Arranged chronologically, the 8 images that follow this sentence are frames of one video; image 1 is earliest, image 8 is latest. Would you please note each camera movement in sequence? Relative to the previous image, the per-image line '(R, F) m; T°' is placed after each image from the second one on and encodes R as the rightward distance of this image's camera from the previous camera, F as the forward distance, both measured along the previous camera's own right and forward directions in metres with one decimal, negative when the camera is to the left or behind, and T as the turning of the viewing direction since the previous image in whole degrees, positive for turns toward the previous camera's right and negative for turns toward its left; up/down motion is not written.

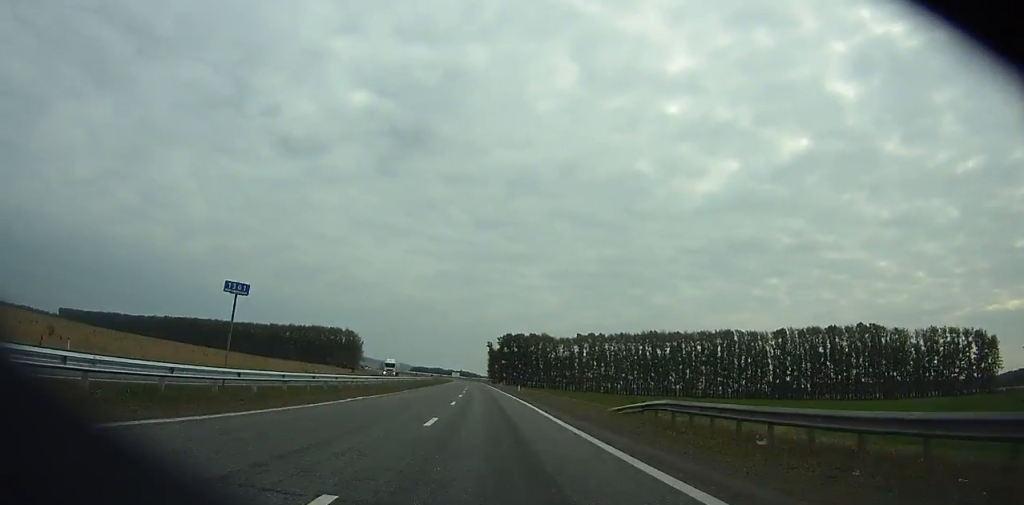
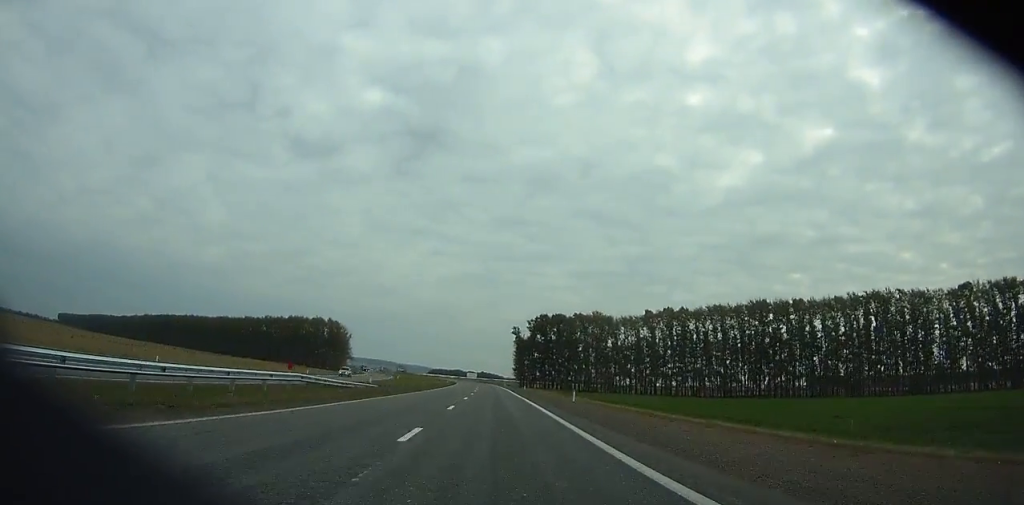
(-0.2, +84.9) m; -2°
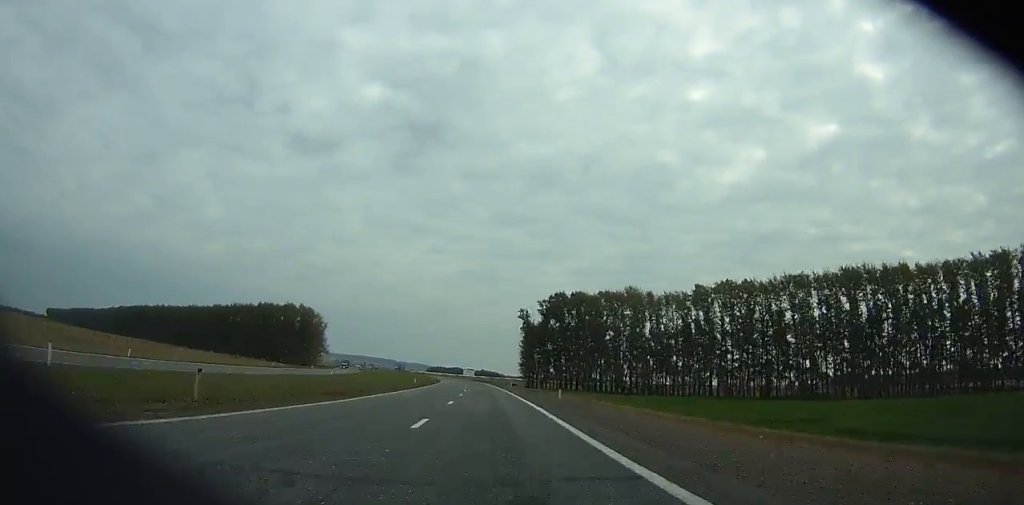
(+2.2, +43.8) m; -3°
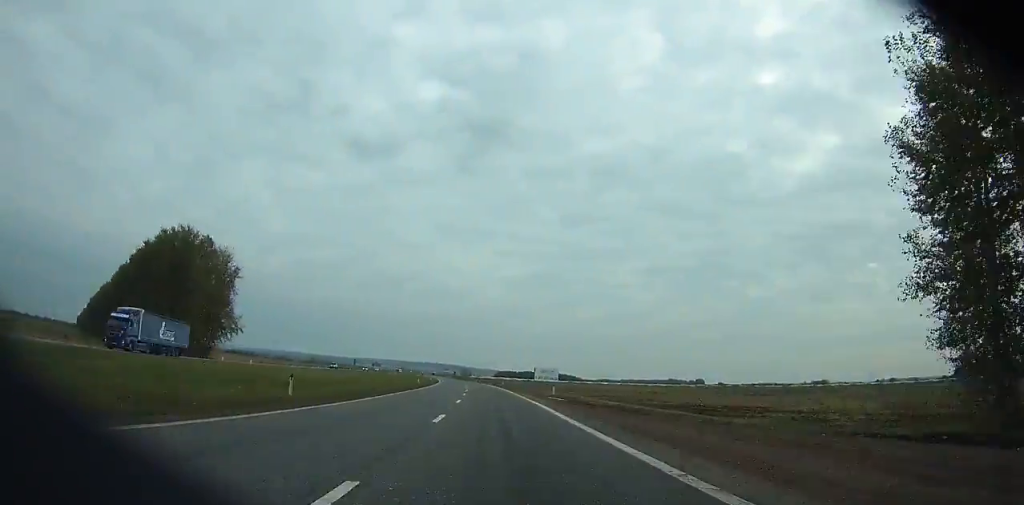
(-12.4, +146.3) m; -6°
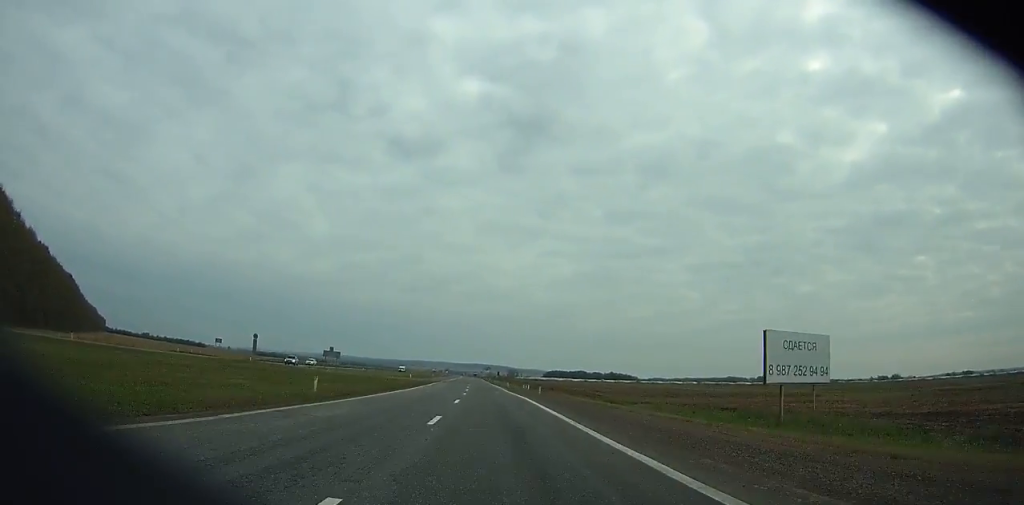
(-2.4, +100.2) m; -4°
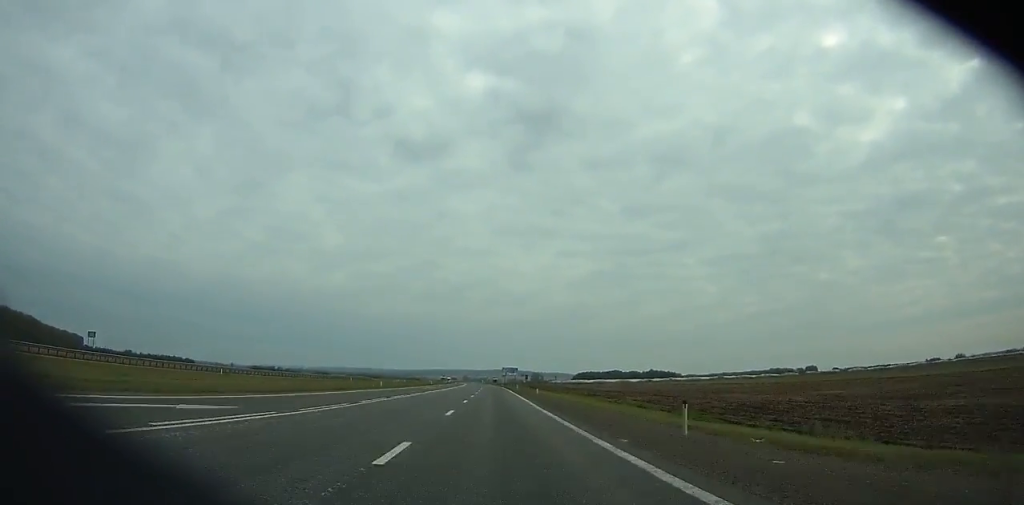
(-6.9, +138.8) m; -4°
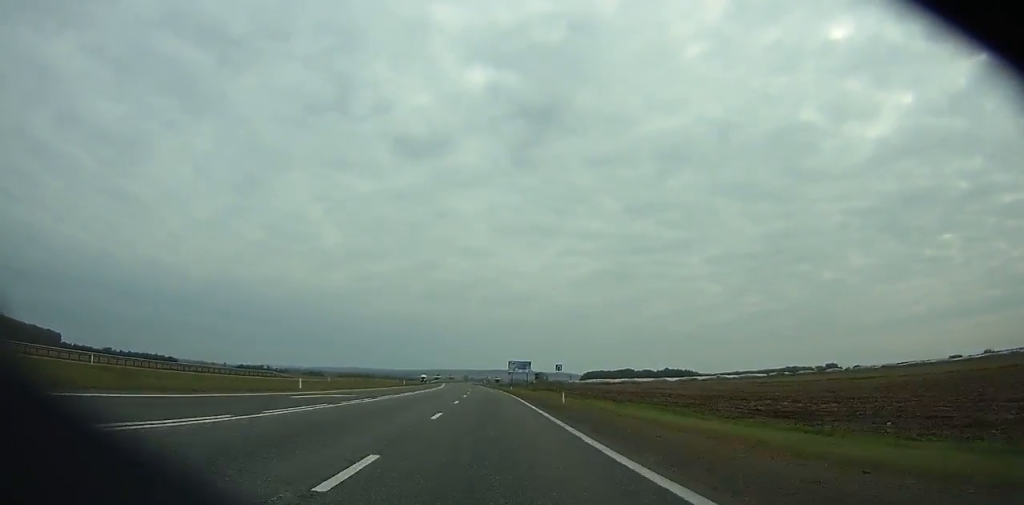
(-0.2, +73.9) m; -1°
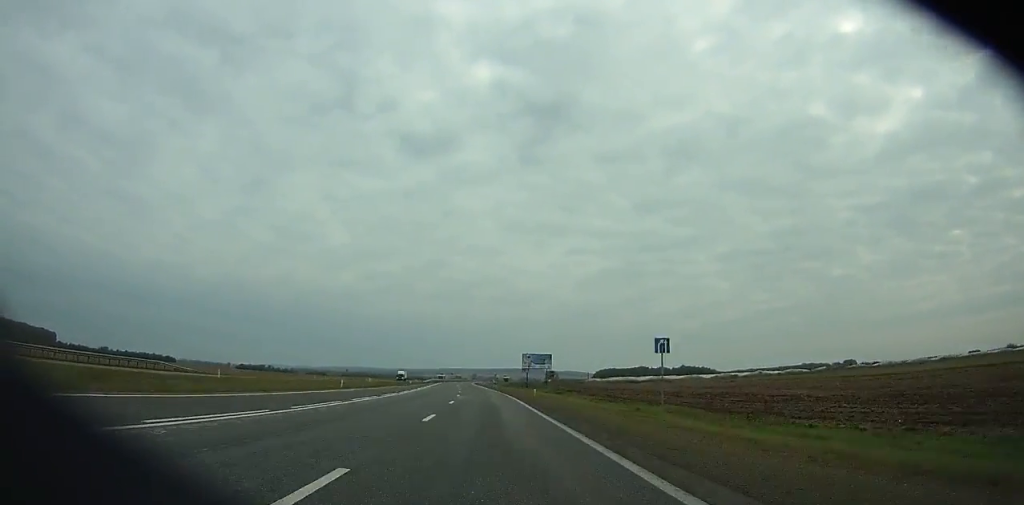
(+0.1, +36.9) m; 0°
